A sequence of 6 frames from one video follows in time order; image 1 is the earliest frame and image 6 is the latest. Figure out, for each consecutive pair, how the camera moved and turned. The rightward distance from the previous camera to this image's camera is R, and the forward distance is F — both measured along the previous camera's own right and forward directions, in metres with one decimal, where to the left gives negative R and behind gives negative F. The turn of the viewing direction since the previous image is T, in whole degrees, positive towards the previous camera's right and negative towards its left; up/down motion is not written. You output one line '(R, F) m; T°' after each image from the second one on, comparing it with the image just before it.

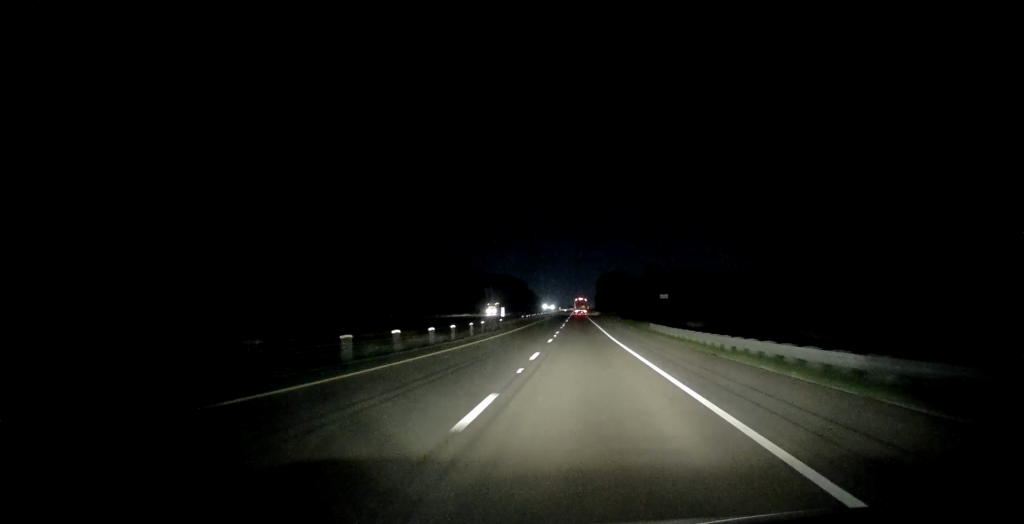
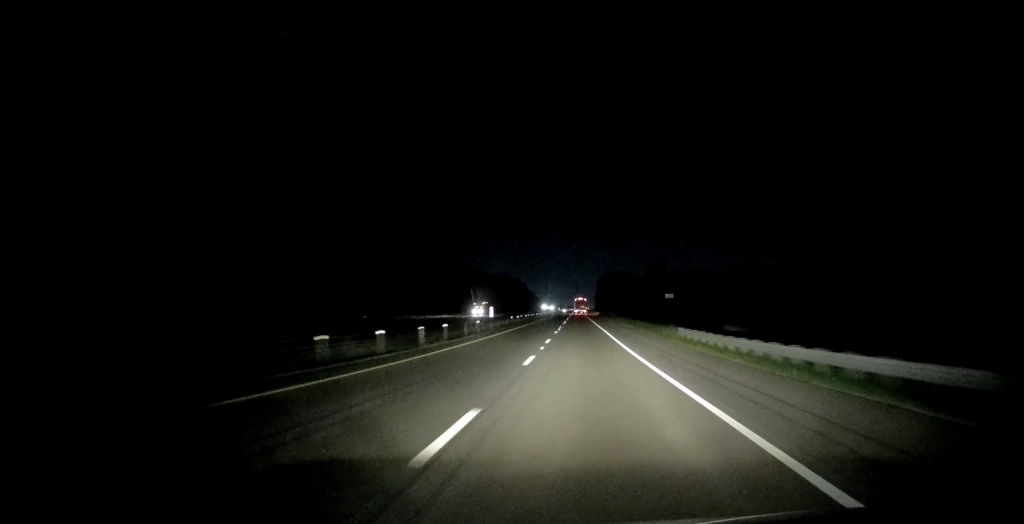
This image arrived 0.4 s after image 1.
(0.0, +14.1) m; 0°
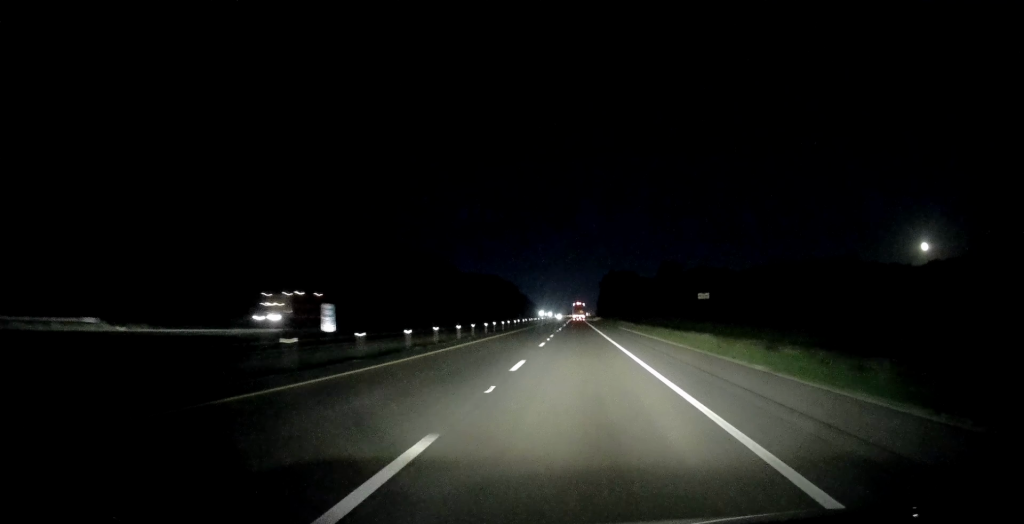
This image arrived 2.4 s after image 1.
(+0.2, +62.4) m; 0°
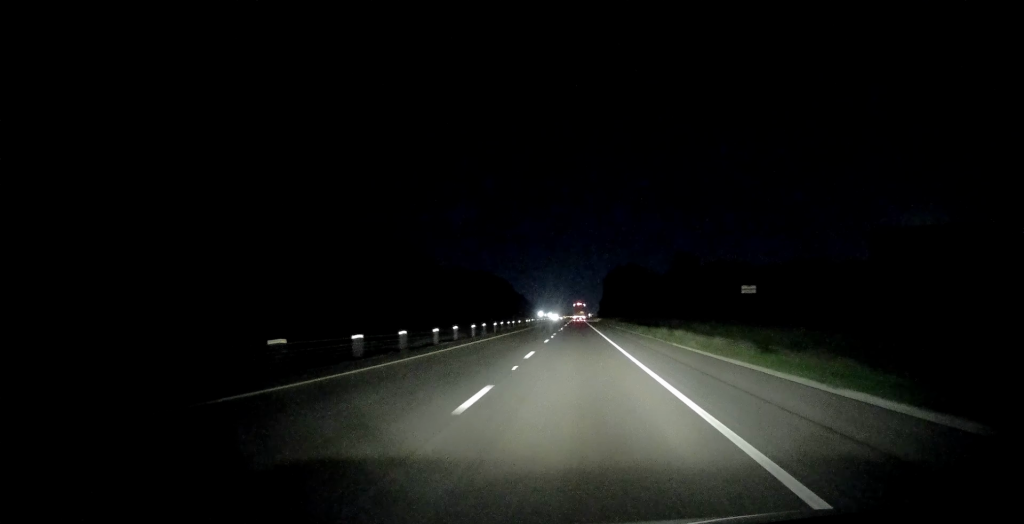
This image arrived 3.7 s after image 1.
(+0.3, +43.0) m; 0°
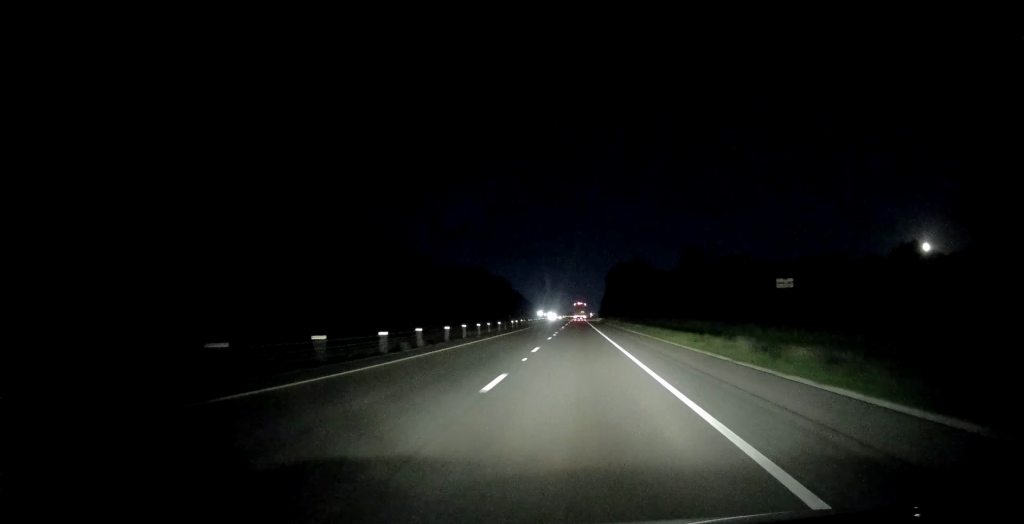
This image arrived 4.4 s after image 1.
(-0.3, +21.5) m; 0°
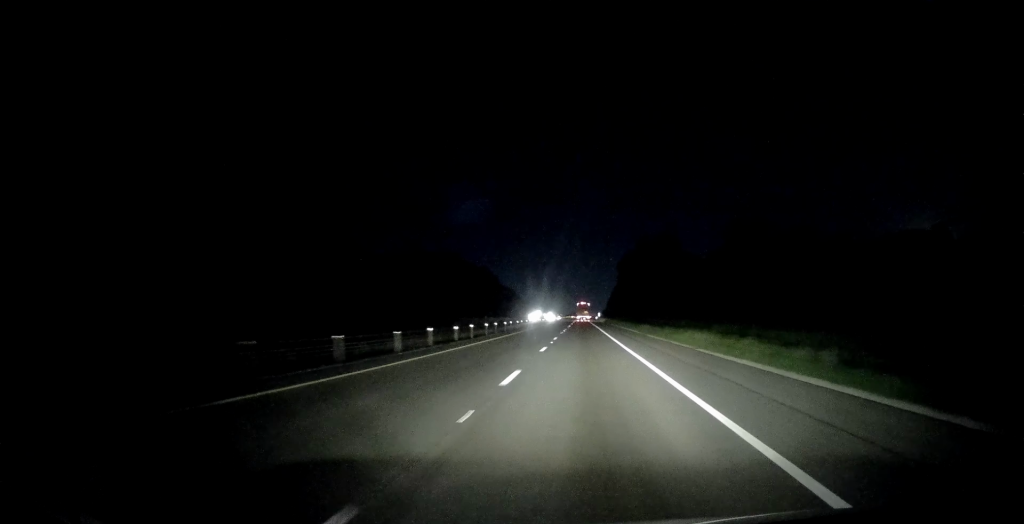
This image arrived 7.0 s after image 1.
(+0.3, +84.9) m; 0°
